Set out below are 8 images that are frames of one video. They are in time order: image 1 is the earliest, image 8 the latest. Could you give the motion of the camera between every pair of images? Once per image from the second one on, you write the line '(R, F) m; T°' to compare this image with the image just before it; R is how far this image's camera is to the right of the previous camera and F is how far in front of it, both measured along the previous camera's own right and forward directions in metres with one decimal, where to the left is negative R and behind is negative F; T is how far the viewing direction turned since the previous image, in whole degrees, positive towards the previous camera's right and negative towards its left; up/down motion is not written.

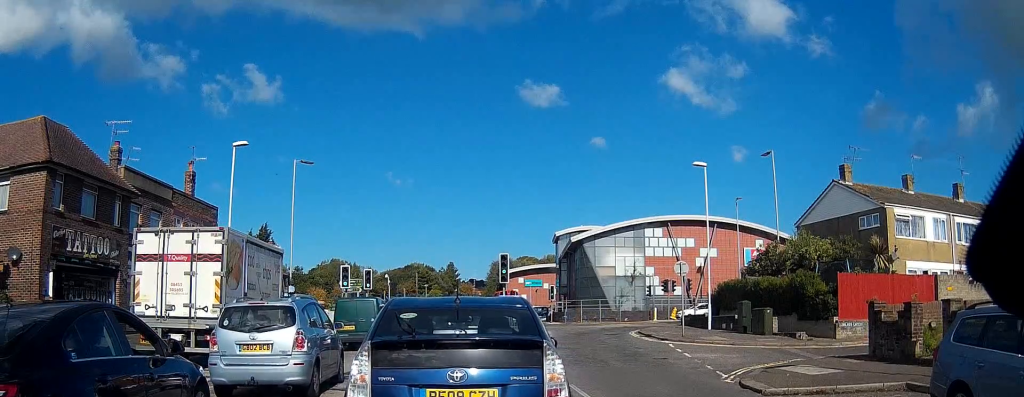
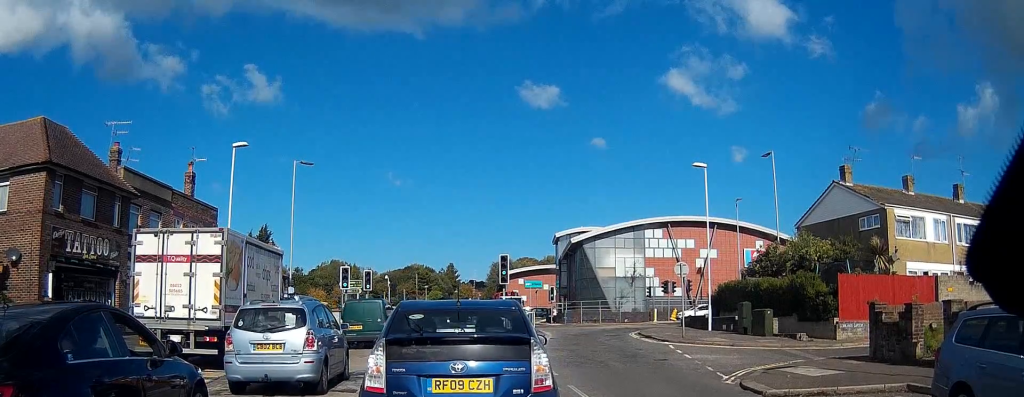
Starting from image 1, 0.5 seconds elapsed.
(0.0, 0.0) m; 0°
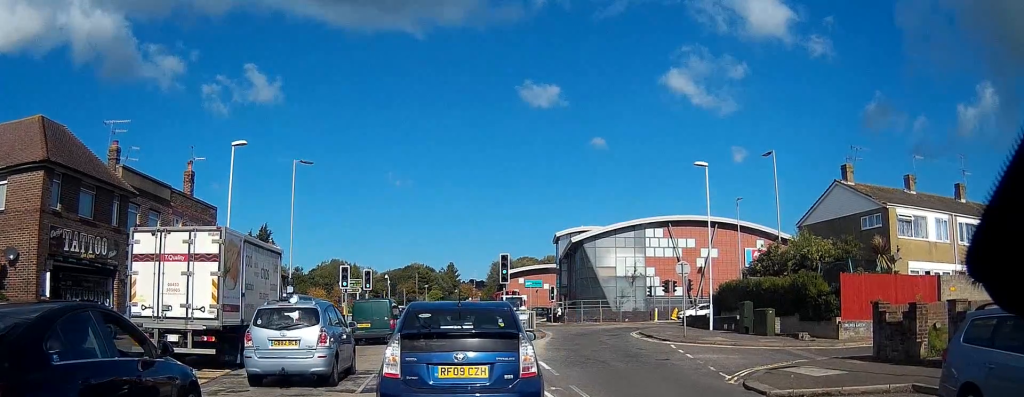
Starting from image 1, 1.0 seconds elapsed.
(0.0, 0.0) m; 0°
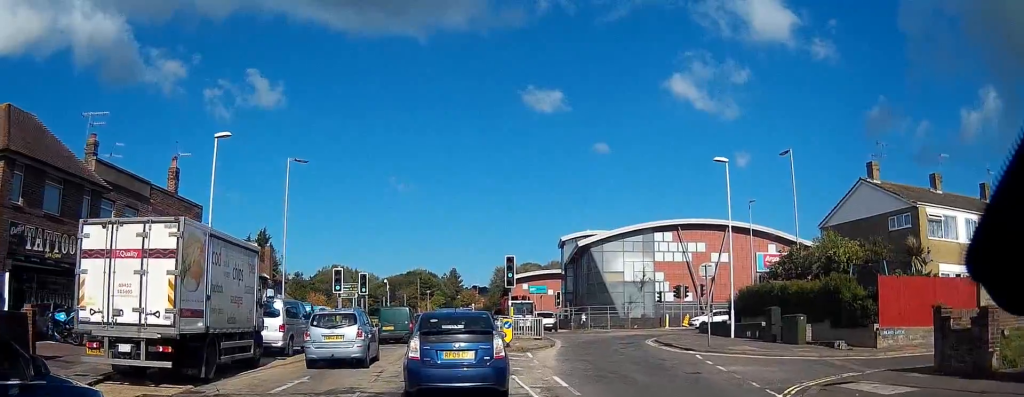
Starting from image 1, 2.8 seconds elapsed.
(-0.1, +0.9) m; -8°
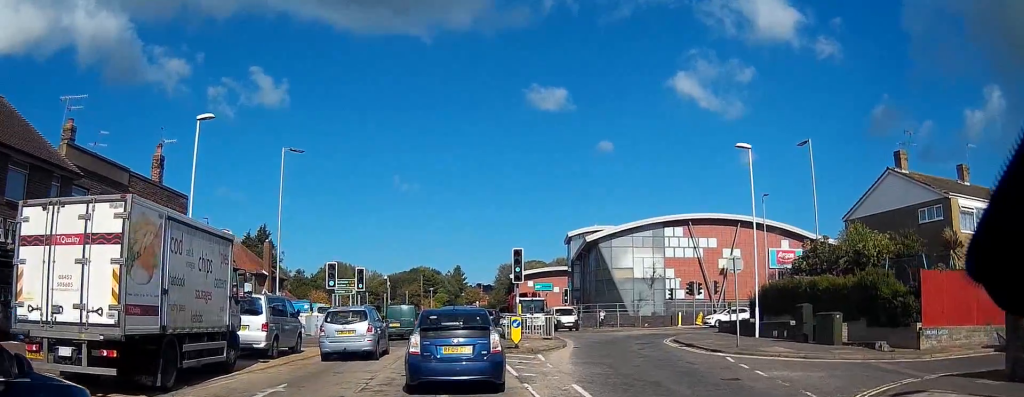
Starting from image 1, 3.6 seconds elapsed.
(0.0, +1.6) m; 0°
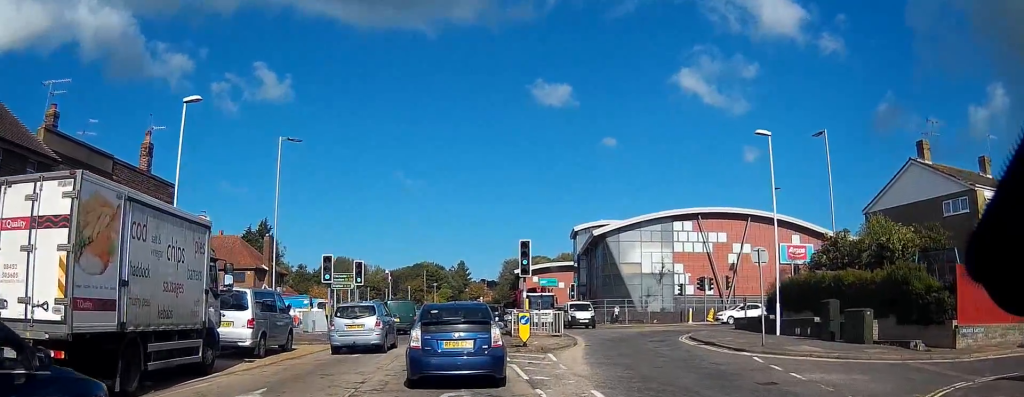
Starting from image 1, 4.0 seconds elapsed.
(0.0, +1.3) m; 0°
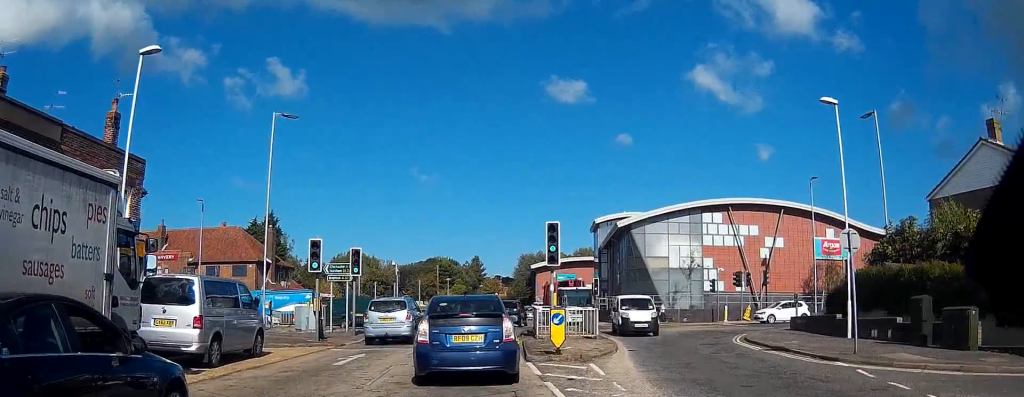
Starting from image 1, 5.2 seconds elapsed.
(0.0, +4.3) m; 0°
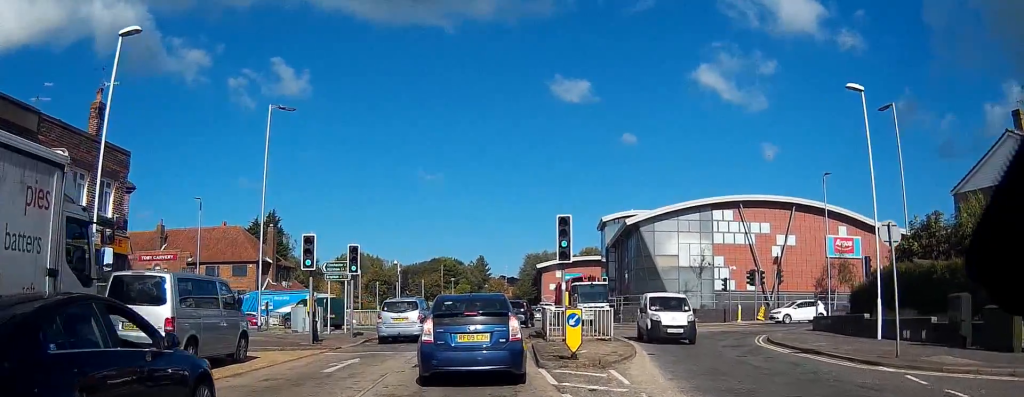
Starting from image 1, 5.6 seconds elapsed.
(0.0, +1.8) m; 0°
